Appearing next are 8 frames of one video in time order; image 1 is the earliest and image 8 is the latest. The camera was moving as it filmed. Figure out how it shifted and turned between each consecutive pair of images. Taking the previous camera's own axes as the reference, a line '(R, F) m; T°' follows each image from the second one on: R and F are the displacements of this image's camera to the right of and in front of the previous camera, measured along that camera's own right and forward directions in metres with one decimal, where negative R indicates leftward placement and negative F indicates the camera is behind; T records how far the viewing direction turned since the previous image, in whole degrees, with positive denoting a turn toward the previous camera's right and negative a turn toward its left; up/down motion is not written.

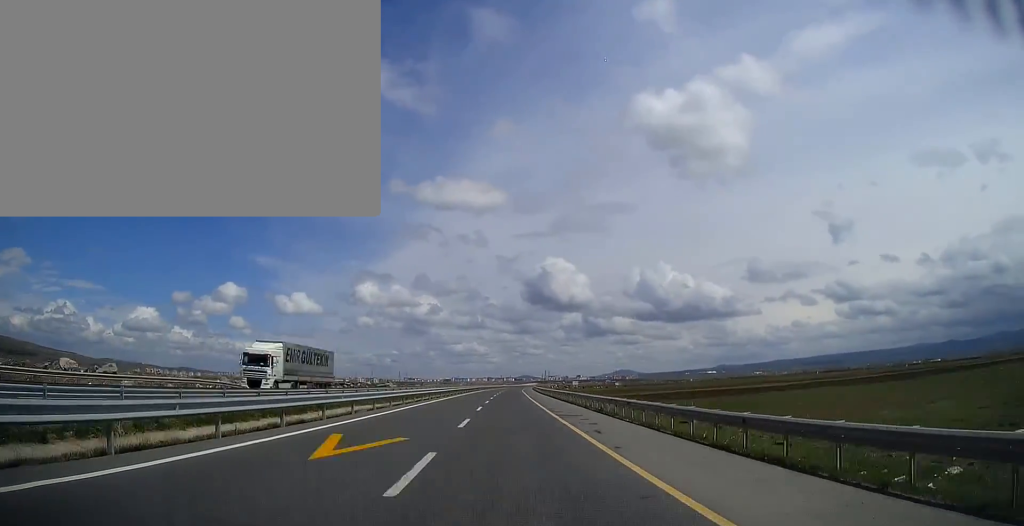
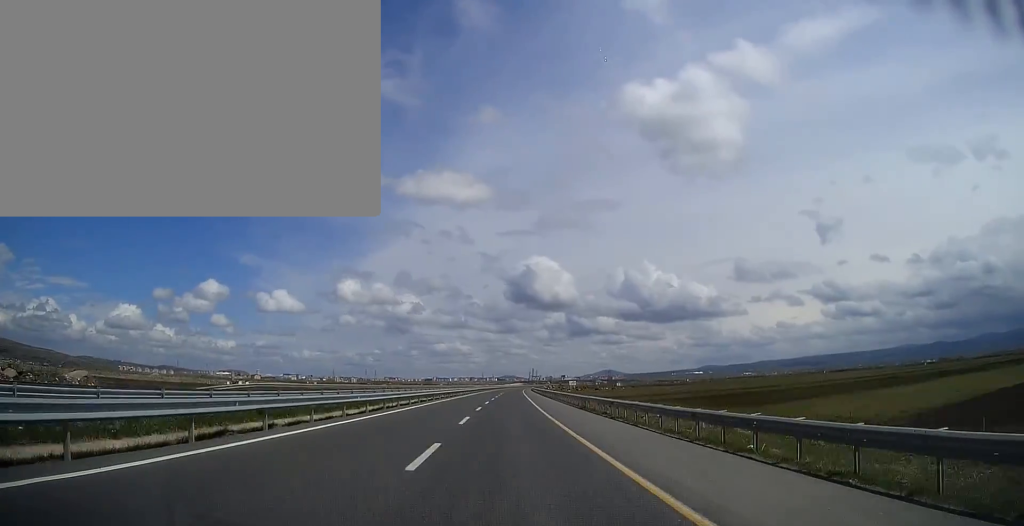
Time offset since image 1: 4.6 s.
(+1.3, +100.7) m; +2°
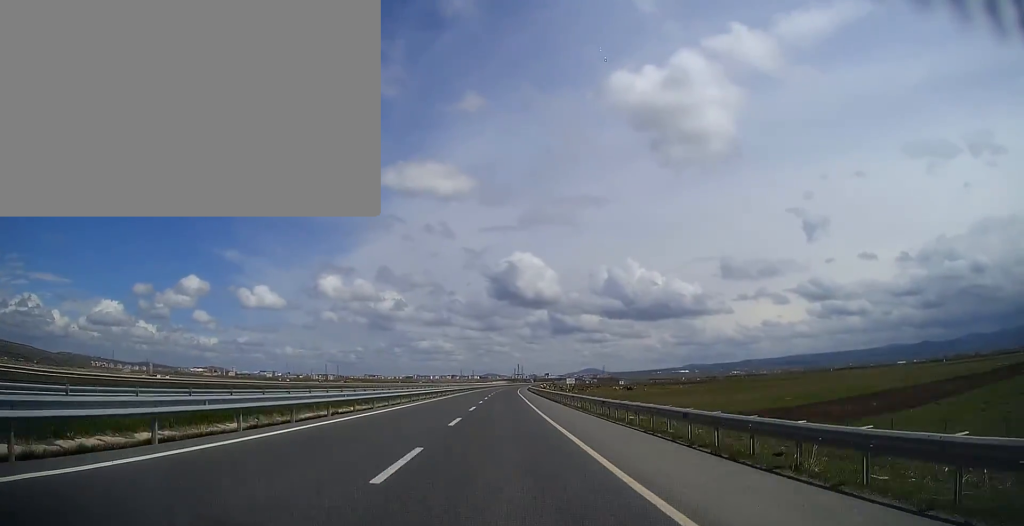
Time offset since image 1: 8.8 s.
(+1.3, +90.3) m; +1°
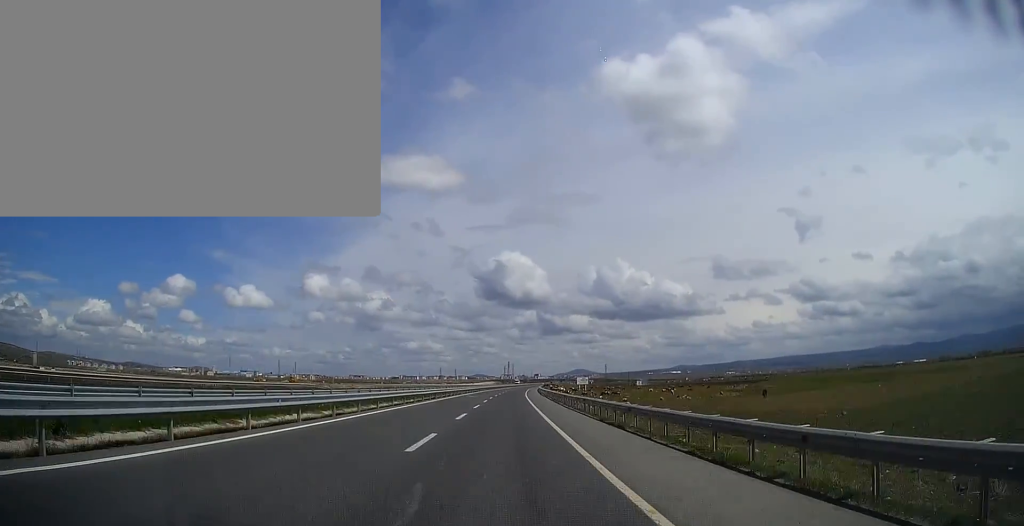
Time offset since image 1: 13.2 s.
(+1.3, +91.4) m; +1°
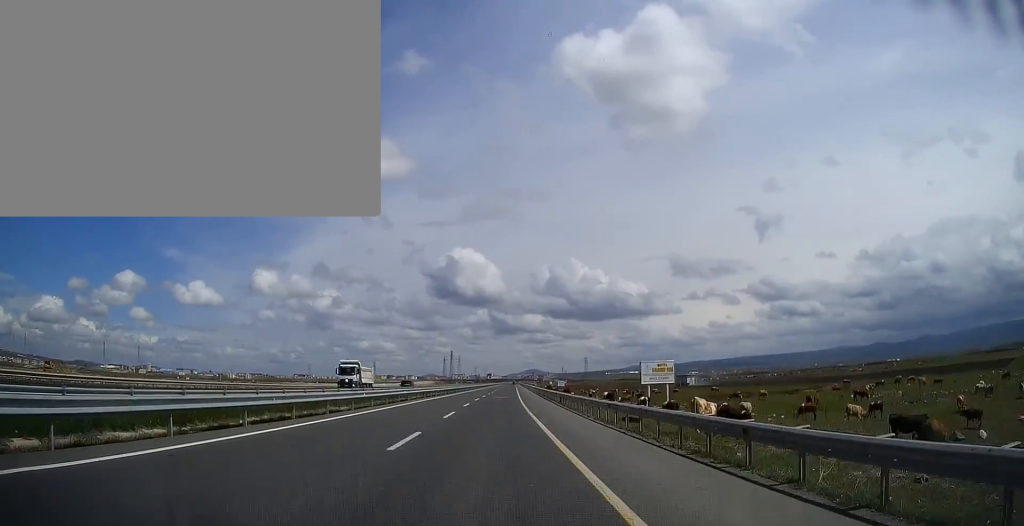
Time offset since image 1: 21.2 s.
(+3.5, +153.9) m; +3°
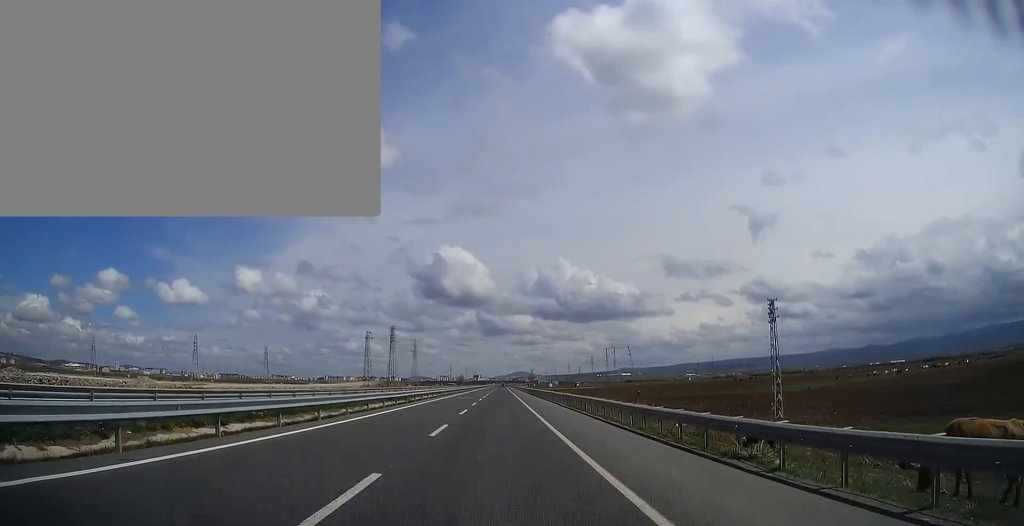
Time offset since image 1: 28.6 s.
(+2.4, +125.7) m; +2°
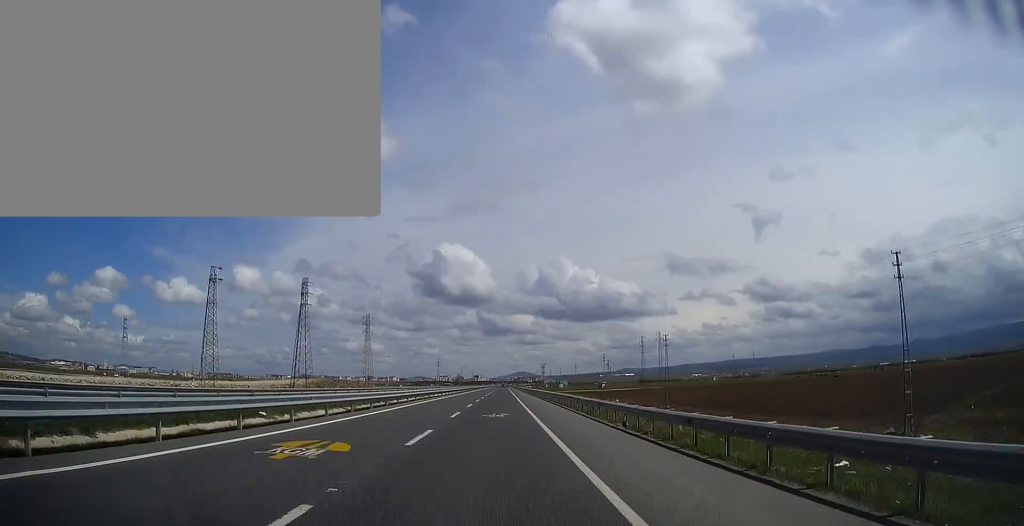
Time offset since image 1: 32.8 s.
(+0.7, +118.7) m; 0°
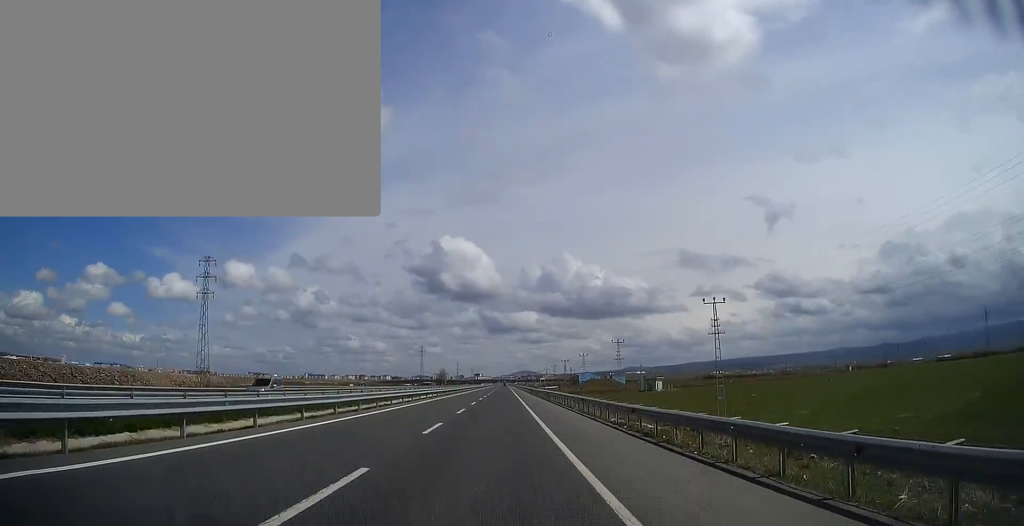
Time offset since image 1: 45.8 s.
(+1.2, +410.6) m; 0°
